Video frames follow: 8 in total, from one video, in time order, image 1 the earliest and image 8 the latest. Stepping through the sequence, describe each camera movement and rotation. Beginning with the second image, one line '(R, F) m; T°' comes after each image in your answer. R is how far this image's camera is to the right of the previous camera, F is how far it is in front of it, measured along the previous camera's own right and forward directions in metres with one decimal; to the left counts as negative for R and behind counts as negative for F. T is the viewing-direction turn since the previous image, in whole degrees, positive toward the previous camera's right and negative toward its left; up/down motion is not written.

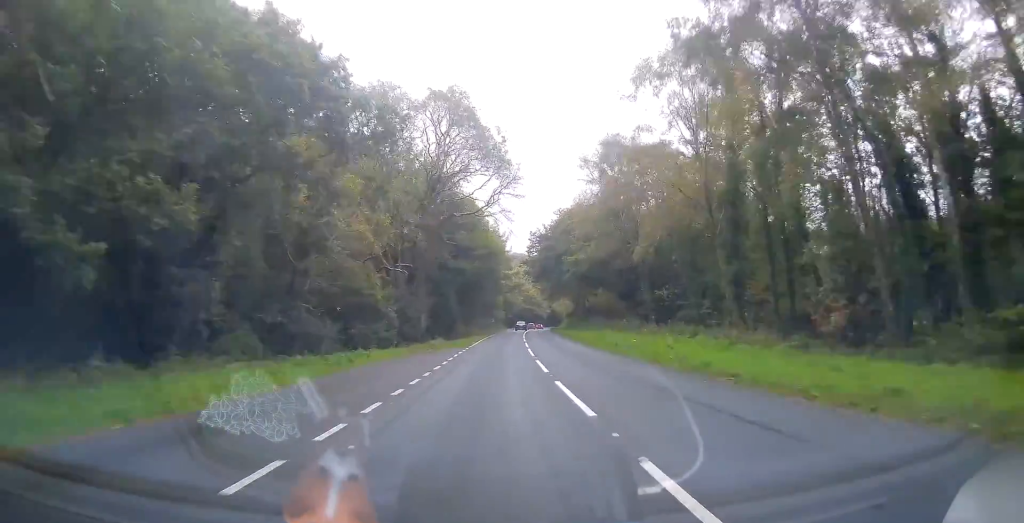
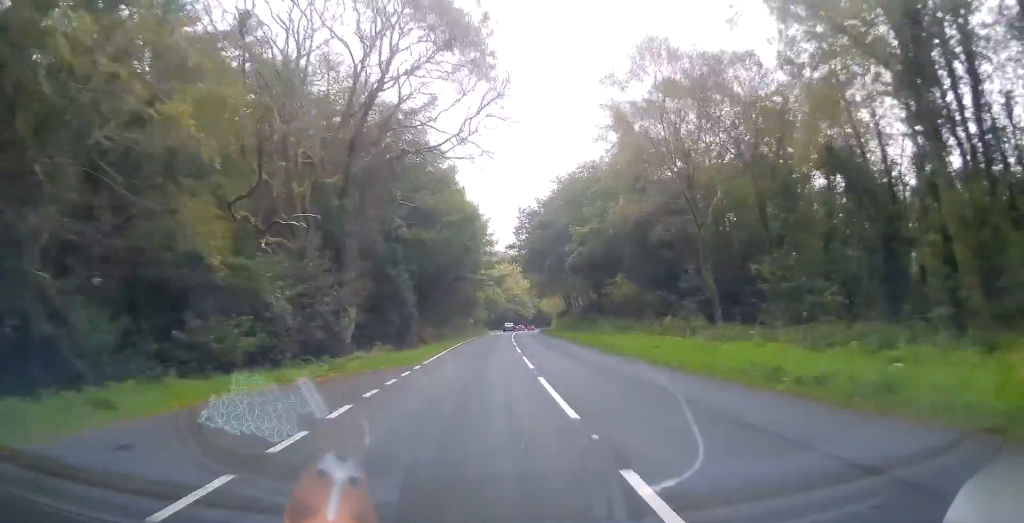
(+0.4, +18.2) m; +1°
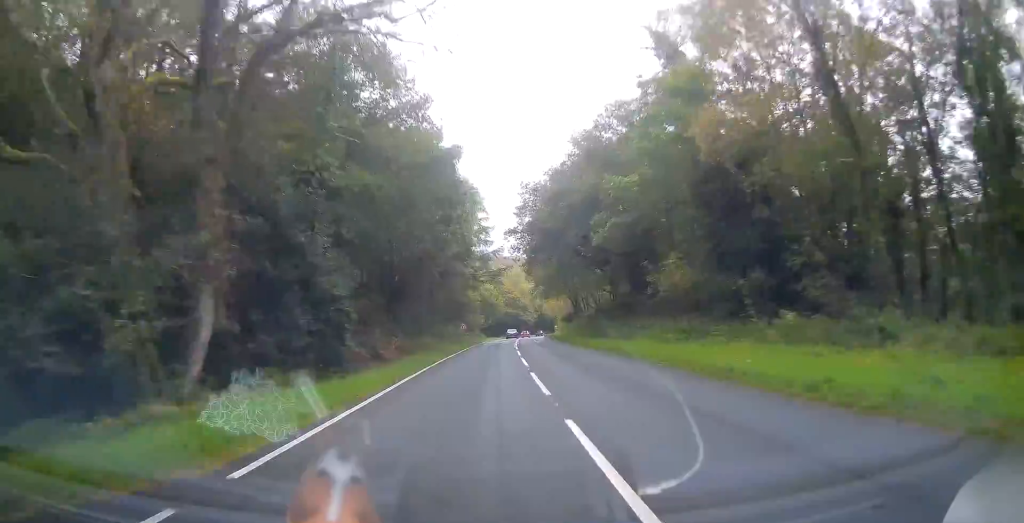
(0.0, +14.9) m; 0°
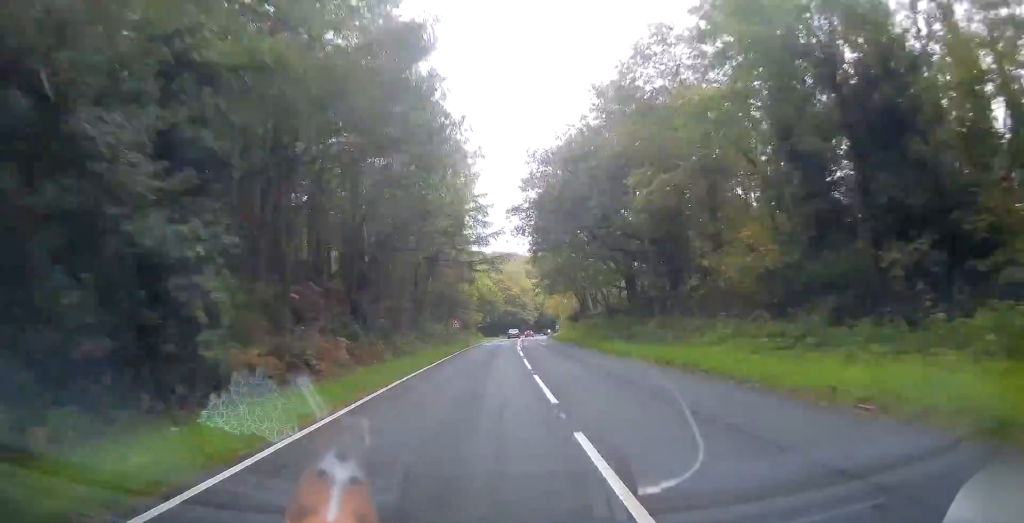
(0.0, +10.2) m; 0°
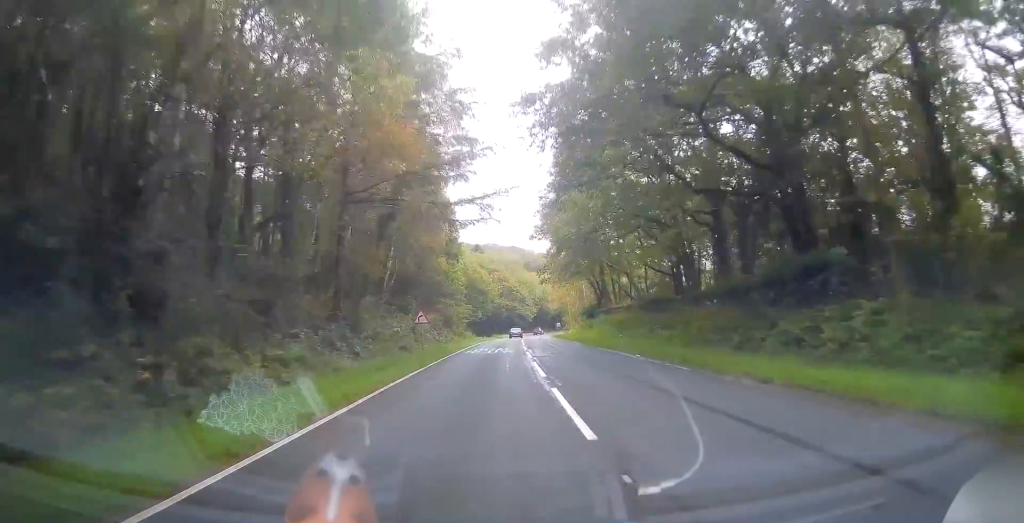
(0.0, +22.0) m; 0°
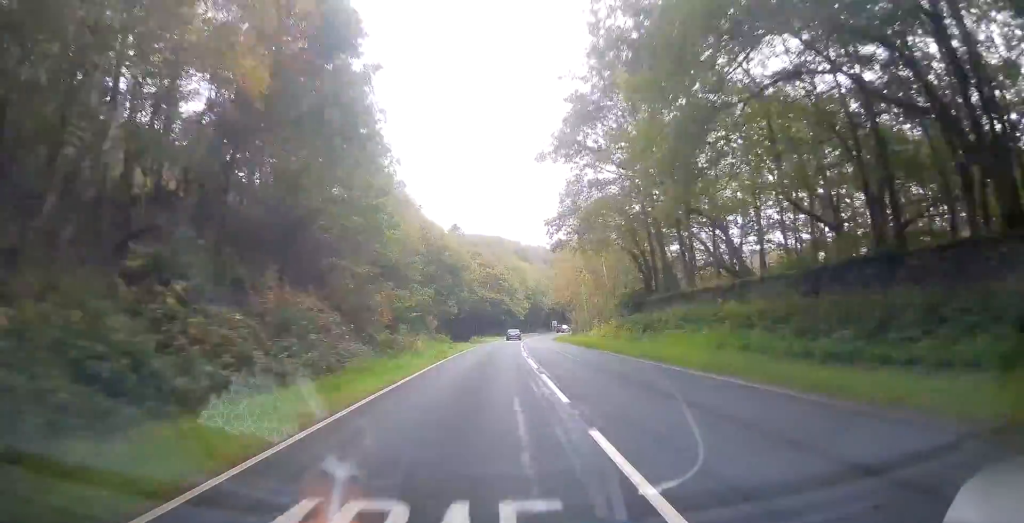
(-0.1, +31.8) m; 0°
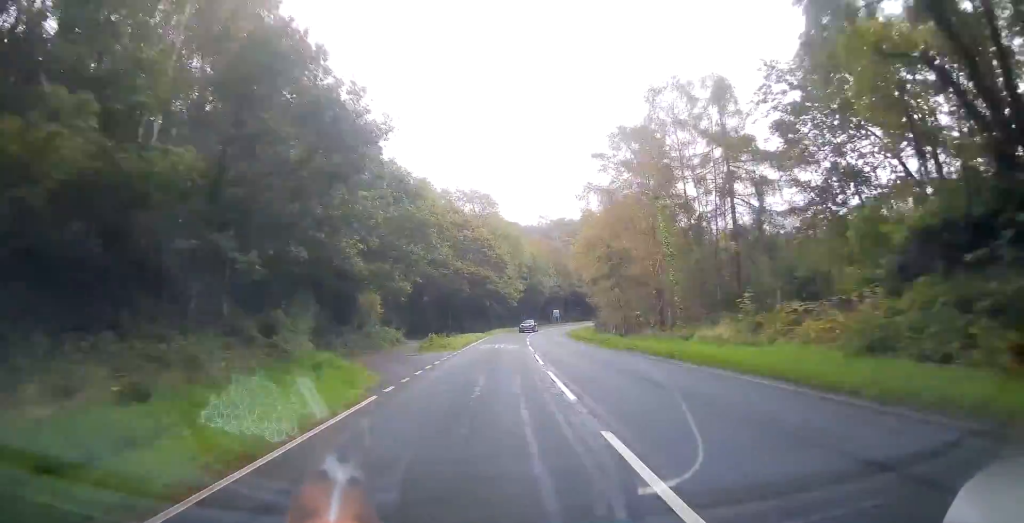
(+0.5, +36.1) m; +3°
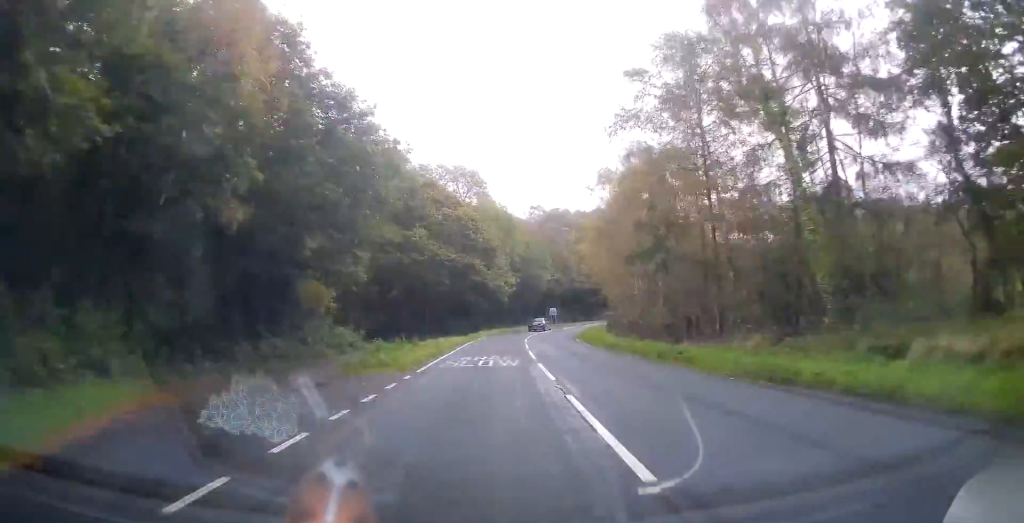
(+0.2, +14.5) m; +1°
